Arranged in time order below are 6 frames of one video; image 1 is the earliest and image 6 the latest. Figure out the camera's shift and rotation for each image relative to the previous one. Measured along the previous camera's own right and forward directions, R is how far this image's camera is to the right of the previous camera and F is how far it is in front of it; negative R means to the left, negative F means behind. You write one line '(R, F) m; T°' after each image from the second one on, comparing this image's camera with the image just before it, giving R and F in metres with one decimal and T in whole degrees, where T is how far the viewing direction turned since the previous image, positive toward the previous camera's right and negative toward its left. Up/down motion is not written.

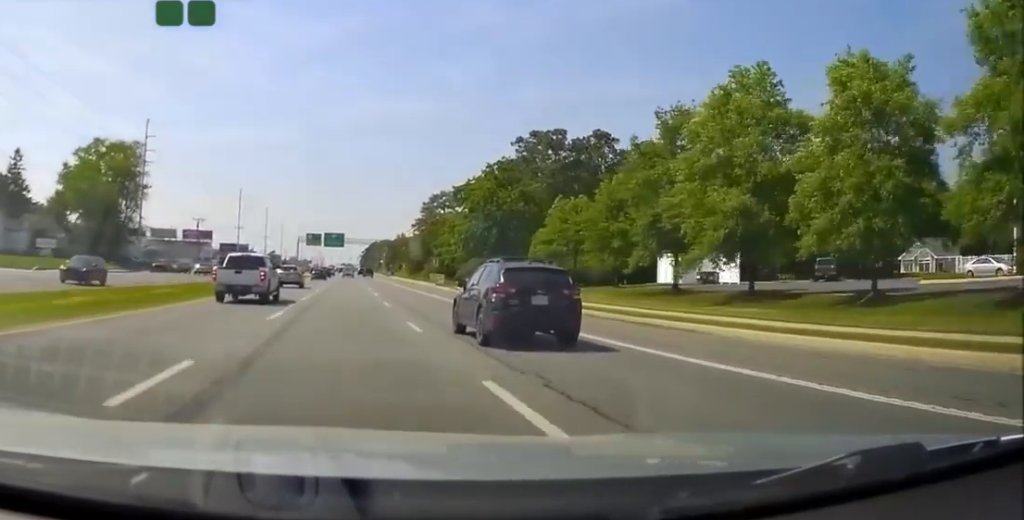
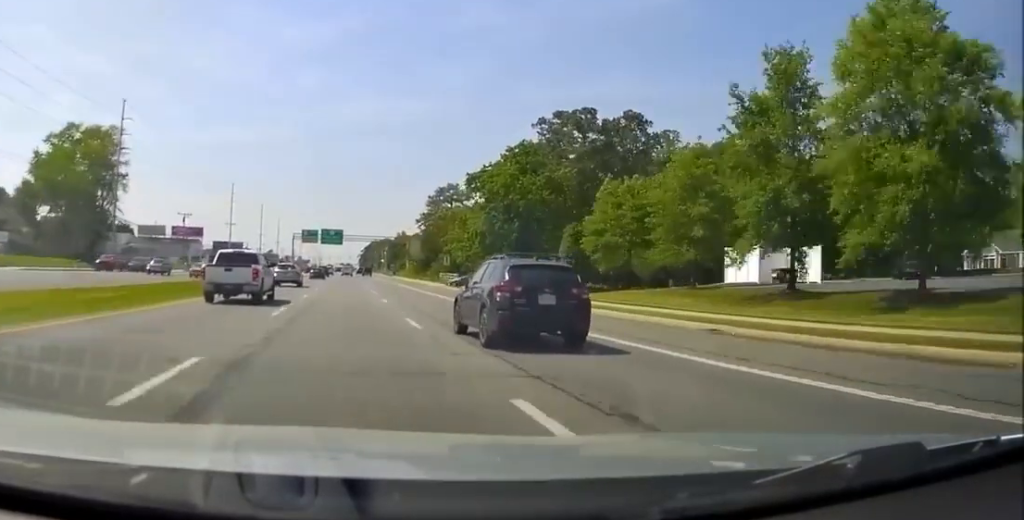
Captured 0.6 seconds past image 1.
(+0.2, +11.6) m; 0°
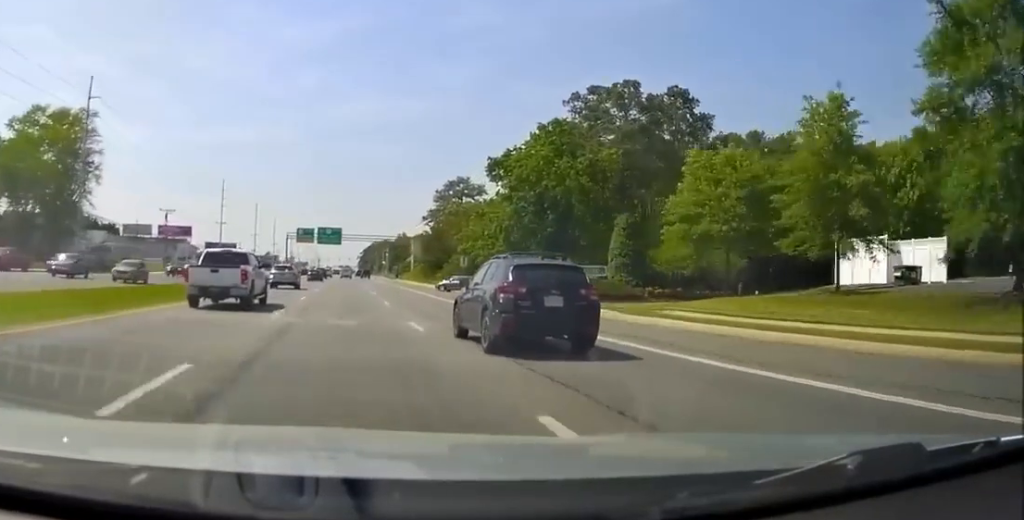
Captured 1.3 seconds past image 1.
(-0.2, +13.4) m; 0°
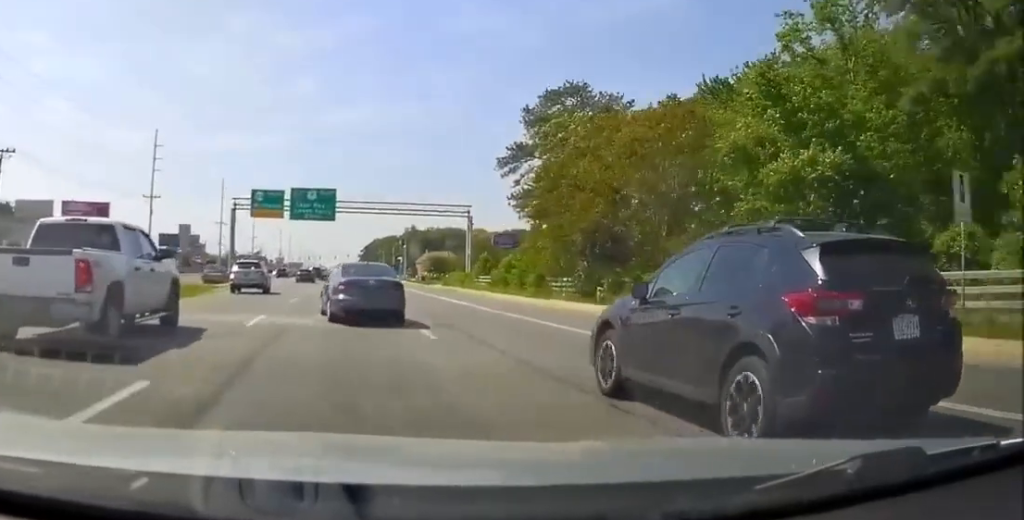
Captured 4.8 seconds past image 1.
(+0.8, +63.6) m; +1°
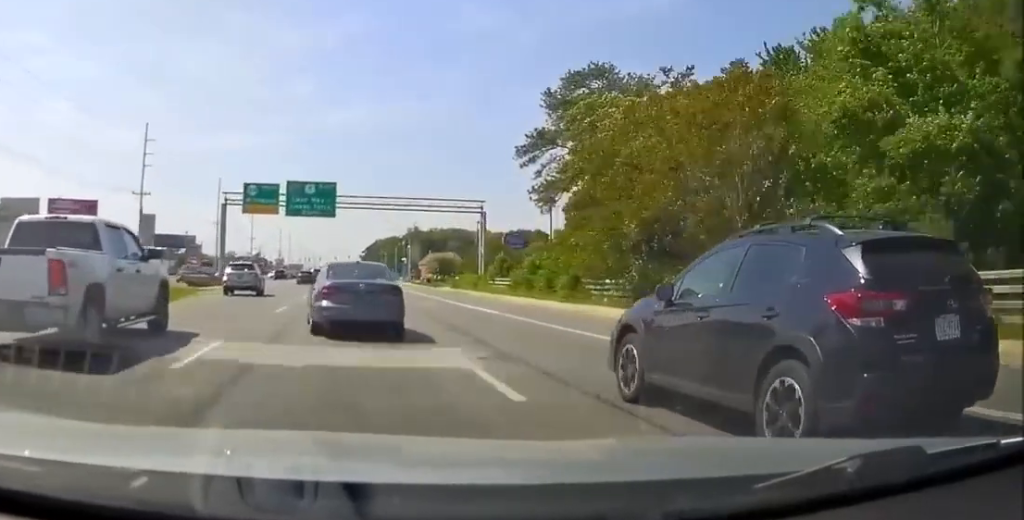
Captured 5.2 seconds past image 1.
(0.0, +7.2) m; 0°
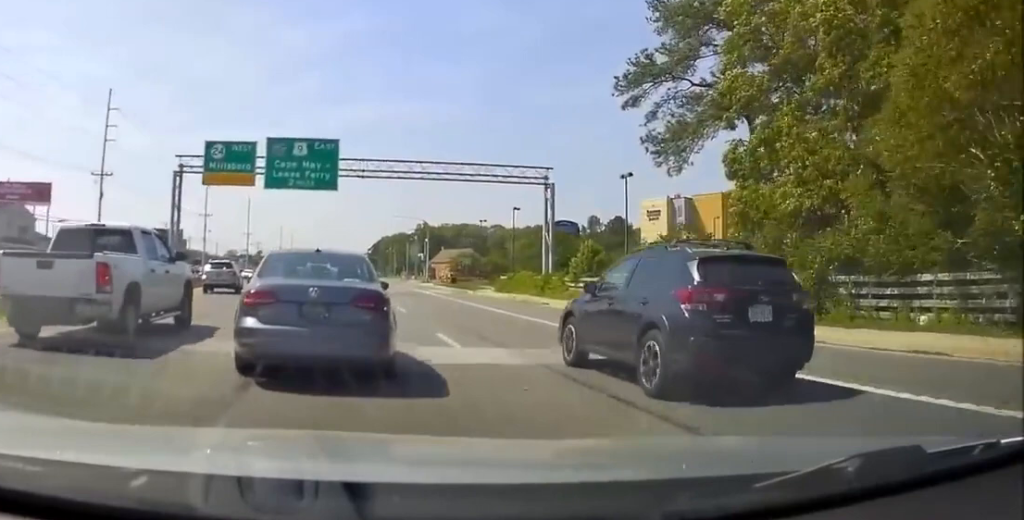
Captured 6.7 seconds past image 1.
(-0.1, +24.8) m; -1°
